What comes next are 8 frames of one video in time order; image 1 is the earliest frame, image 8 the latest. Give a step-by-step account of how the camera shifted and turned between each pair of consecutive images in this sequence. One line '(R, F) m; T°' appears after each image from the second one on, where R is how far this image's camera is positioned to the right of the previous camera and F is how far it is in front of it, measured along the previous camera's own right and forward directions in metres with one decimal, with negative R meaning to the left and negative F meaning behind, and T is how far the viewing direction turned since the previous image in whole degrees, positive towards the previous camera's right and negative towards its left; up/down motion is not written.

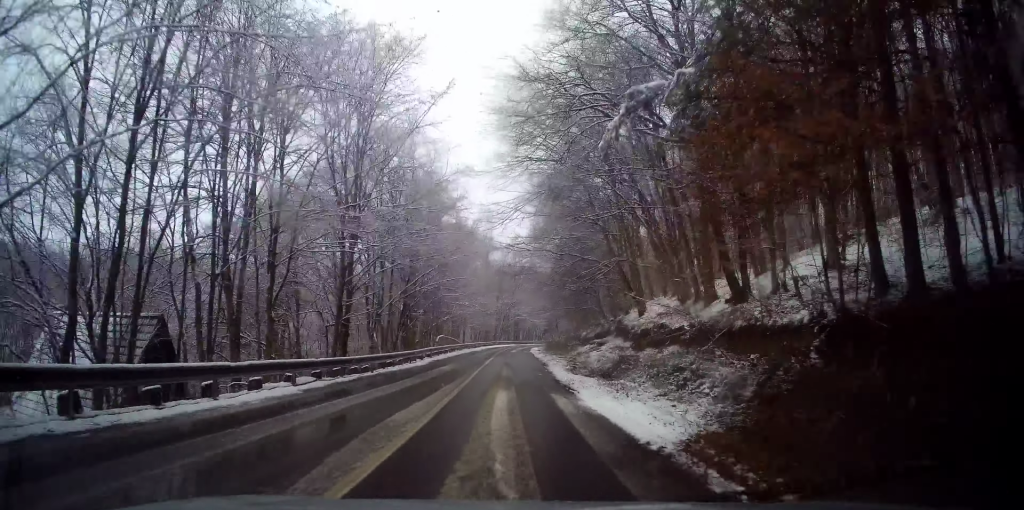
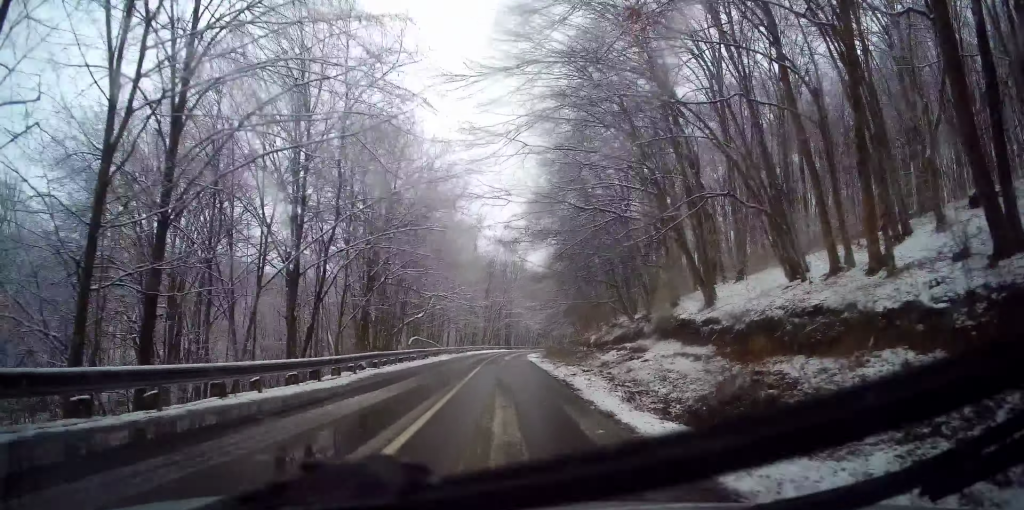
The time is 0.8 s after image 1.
(+0.4, +13.6) m; +2°
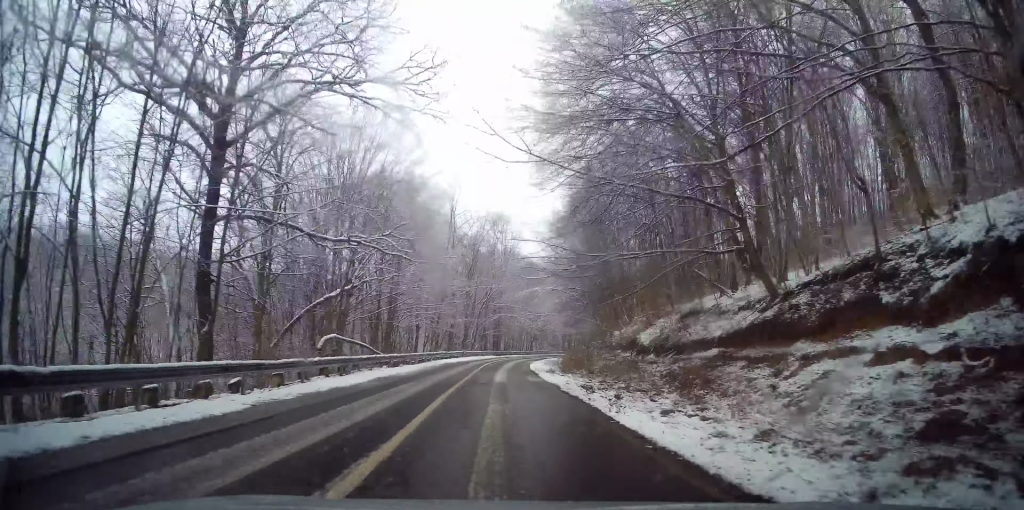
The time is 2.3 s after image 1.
(+0.3, +23.1) m; 0°
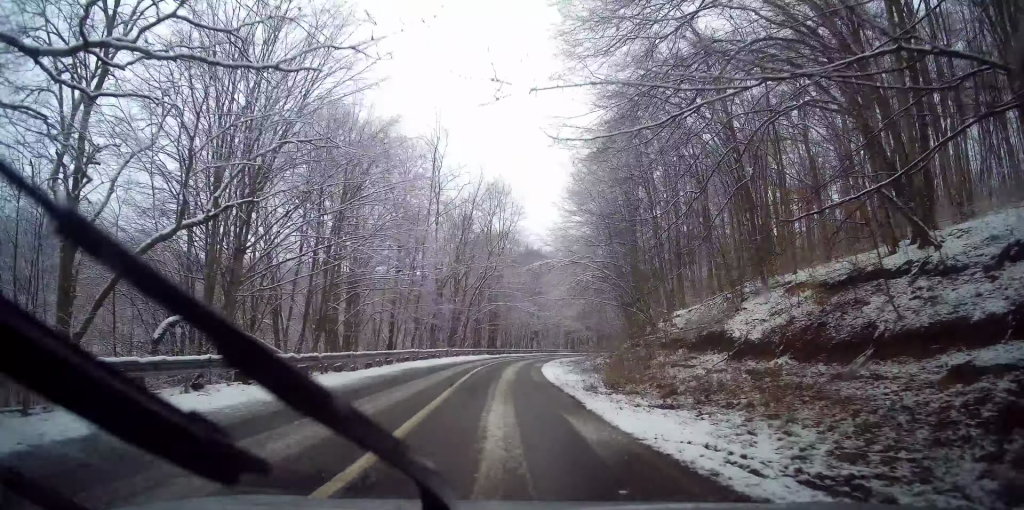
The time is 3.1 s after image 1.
(-0.2, +13.9) m; +2°
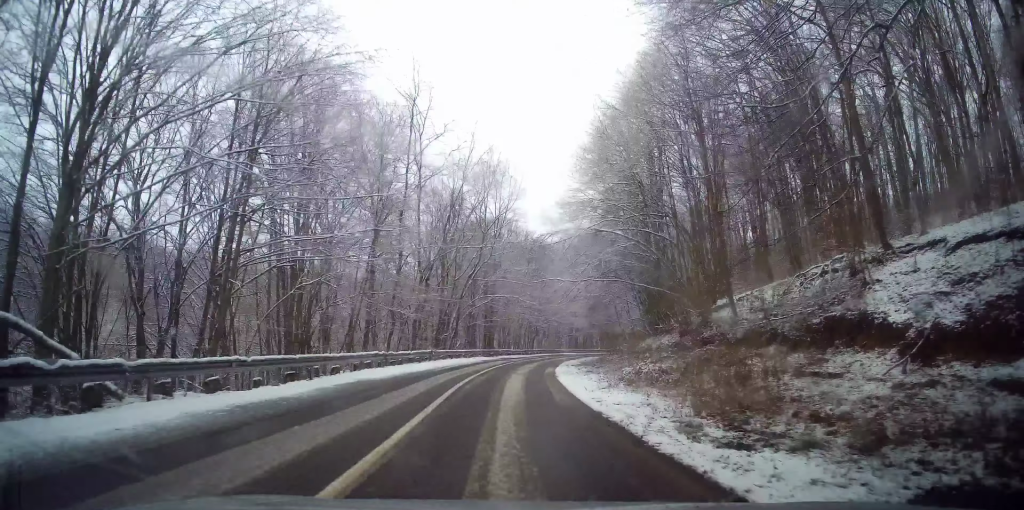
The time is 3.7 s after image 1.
(+0.3, +9.1) m; +2°
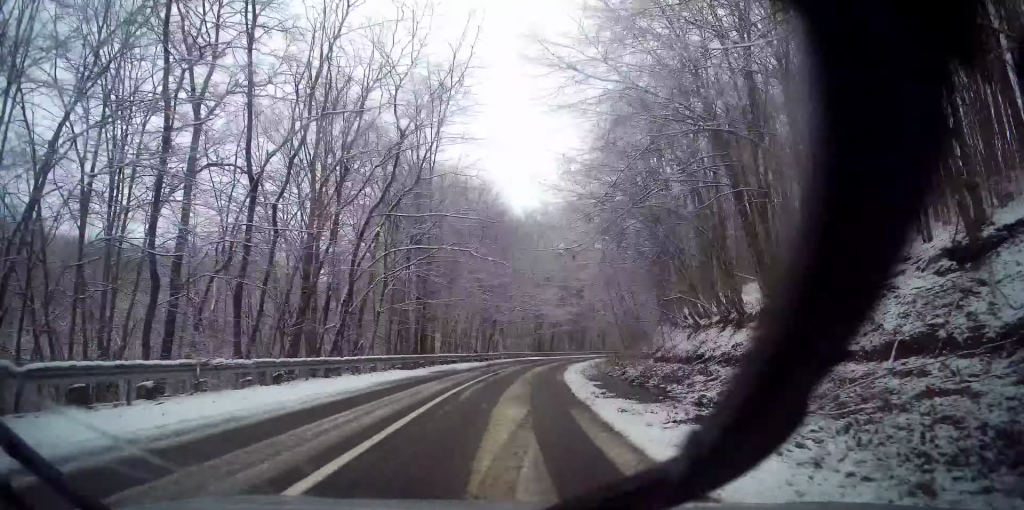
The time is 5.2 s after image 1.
(+1.2, +23.5) m; +6°
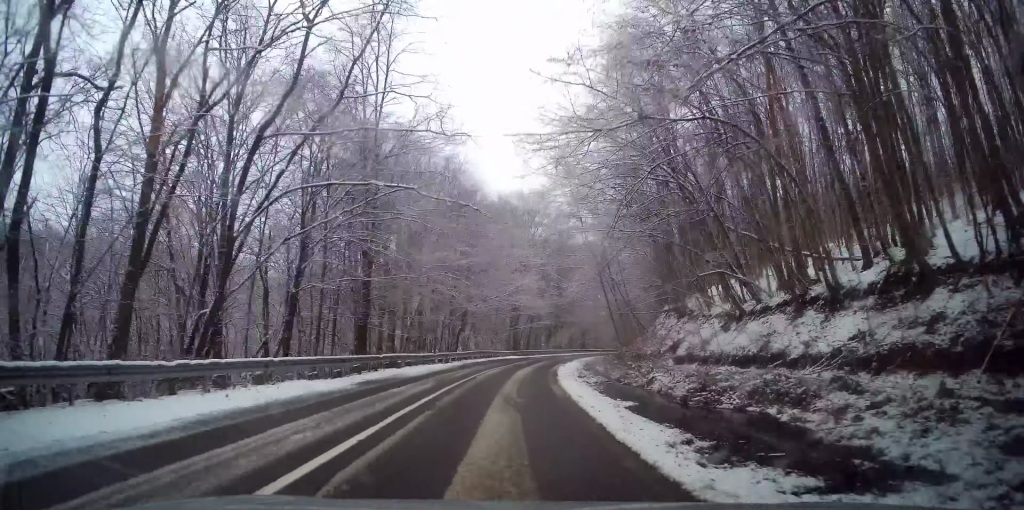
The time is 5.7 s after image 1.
(+0.3, +9.1) m; +2°
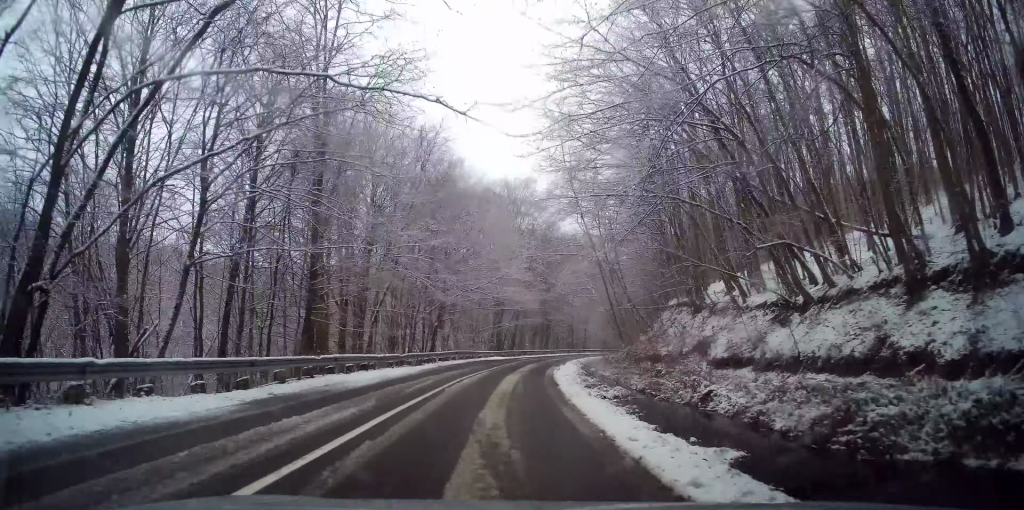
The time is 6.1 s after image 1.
(0.0, +6.5) m; +2°
